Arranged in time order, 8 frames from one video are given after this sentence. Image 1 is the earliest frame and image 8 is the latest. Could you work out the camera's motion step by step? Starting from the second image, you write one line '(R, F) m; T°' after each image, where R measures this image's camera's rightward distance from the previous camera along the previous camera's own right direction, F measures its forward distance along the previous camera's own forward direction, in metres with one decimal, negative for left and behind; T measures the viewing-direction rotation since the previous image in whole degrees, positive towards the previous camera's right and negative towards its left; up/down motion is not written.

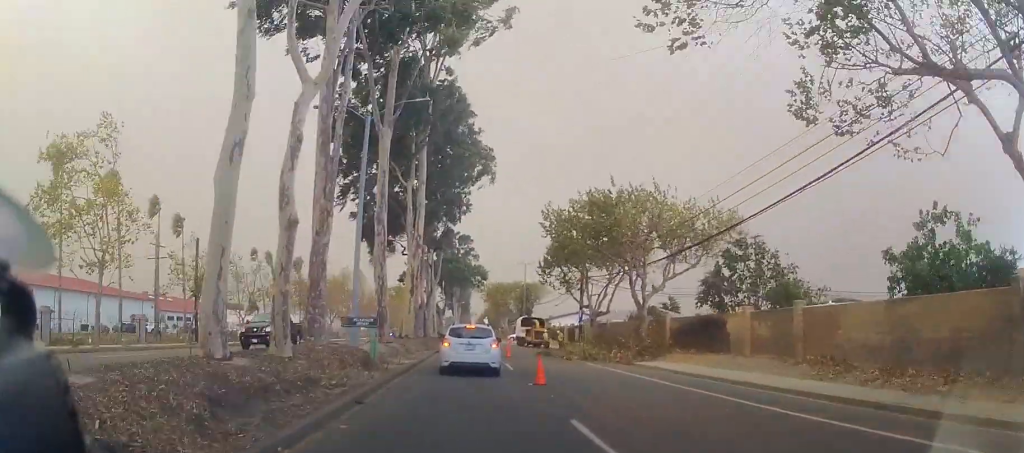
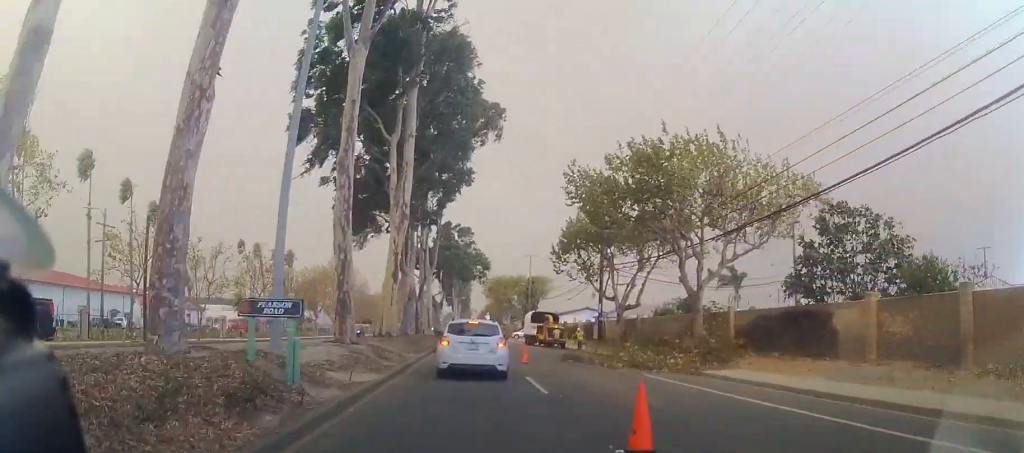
(+0.2, +8.8) m; 0°
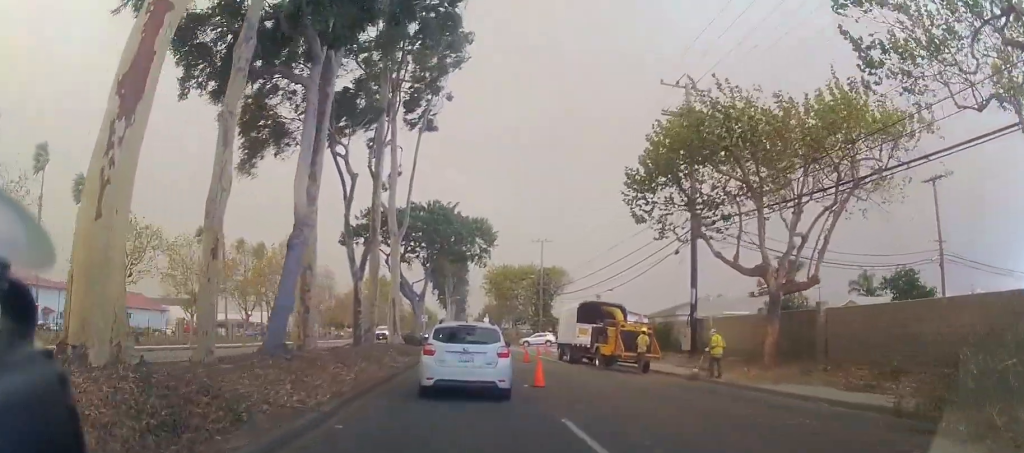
(-0.7, +21.7) m; -2°
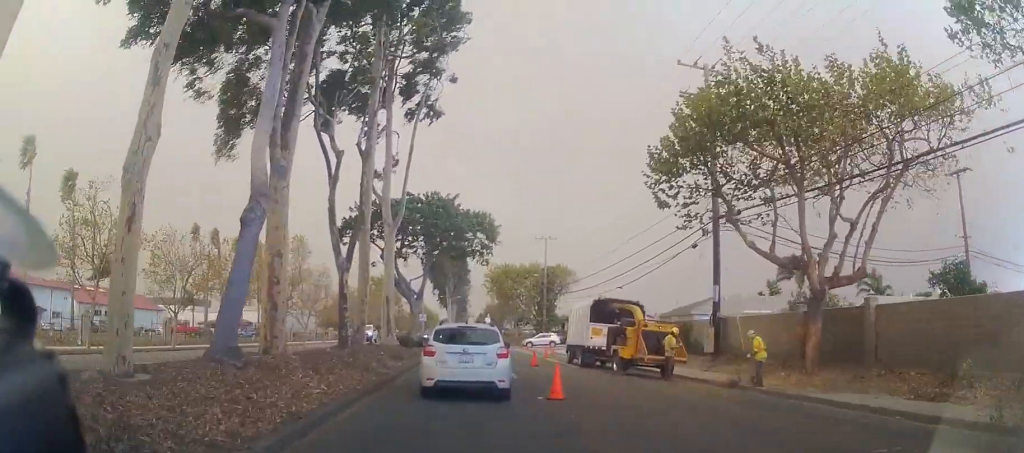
(0.0, +2.3) m; 0°
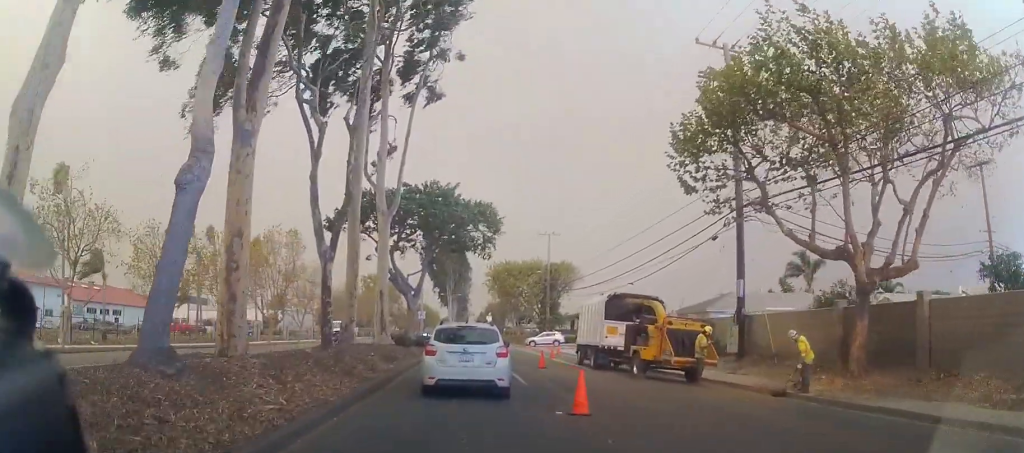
(0.0, +2.1) m; 0°
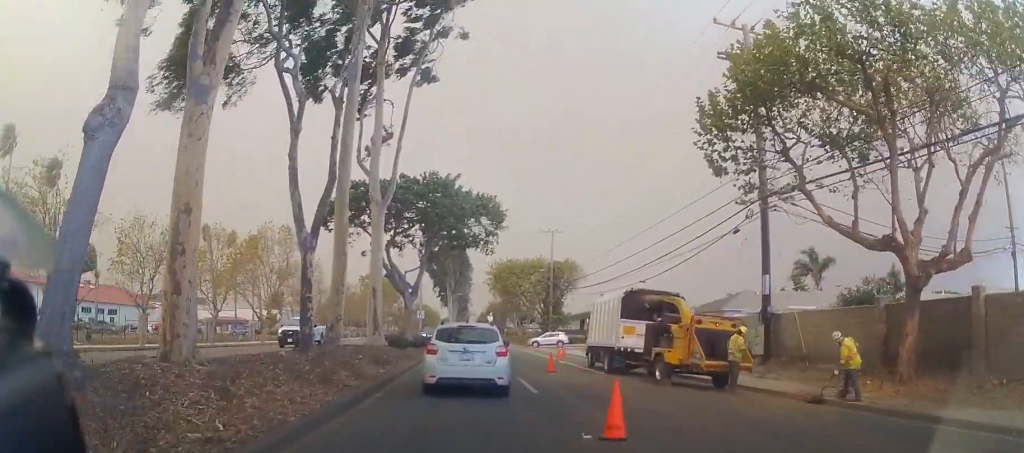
(0.0, +2.0) m; 0°
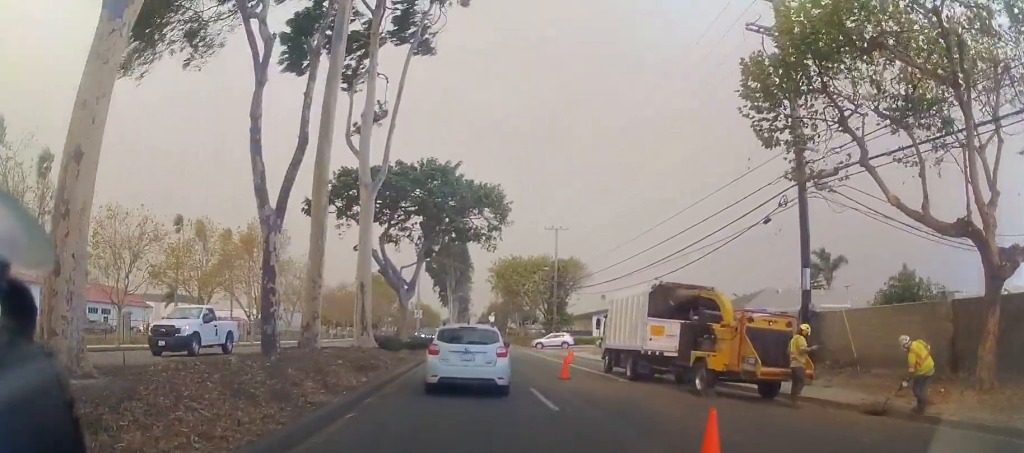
(0.0, +2.6) m; 0°
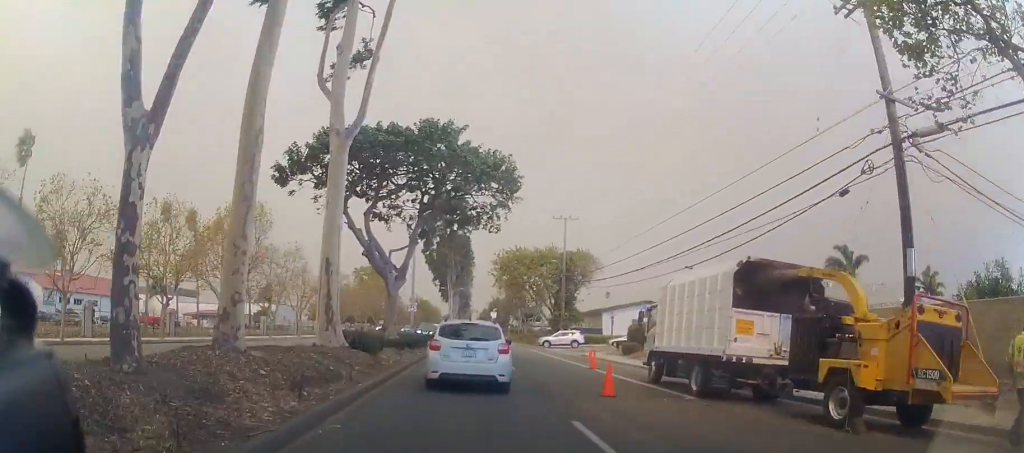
(0.0, +4.6) m; 0°
